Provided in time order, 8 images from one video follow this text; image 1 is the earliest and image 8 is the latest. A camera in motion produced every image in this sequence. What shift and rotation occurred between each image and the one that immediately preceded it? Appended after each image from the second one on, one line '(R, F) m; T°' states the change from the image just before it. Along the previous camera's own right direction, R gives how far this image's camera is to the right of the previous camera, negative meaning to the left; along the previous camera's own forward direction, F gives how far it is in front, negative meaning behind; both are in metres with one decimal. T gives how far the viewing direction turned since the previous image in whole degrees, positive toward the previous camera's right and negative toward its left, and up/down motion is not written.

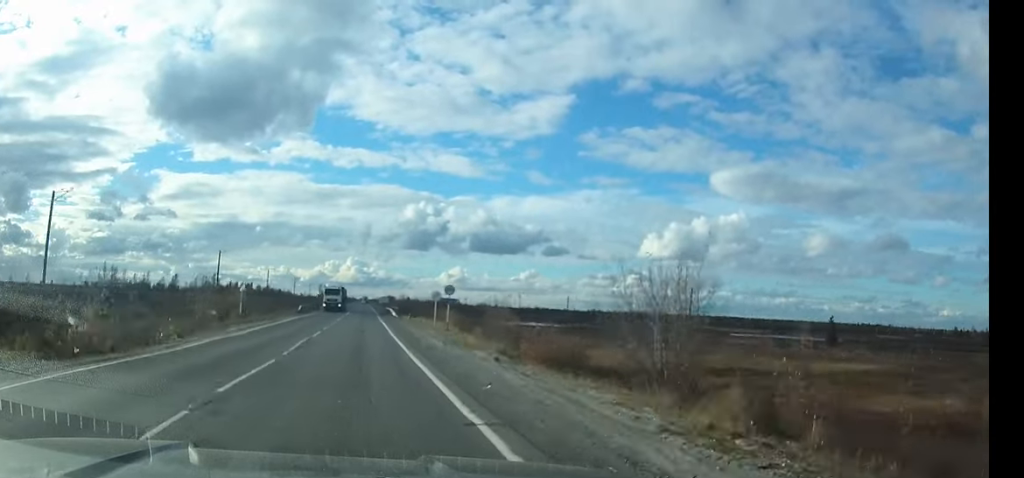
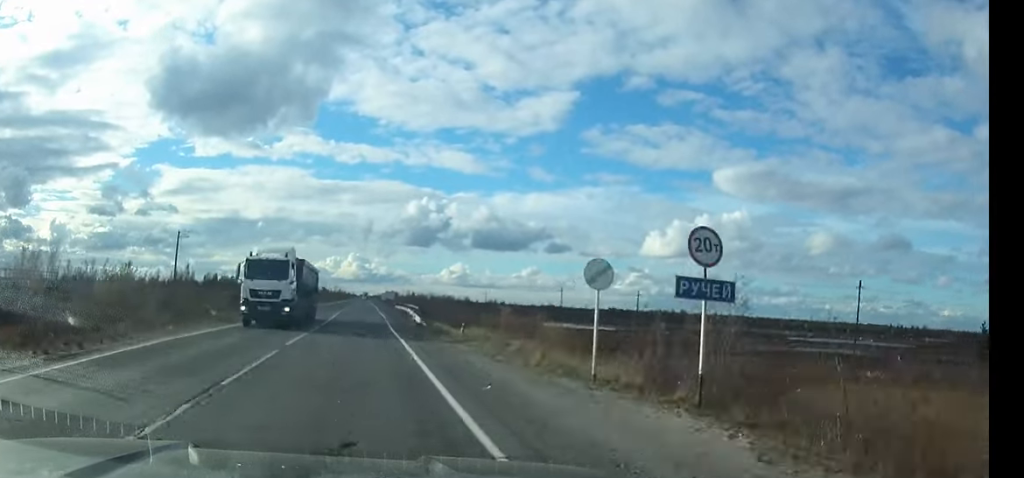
(0.0, +31.8) m; 0°
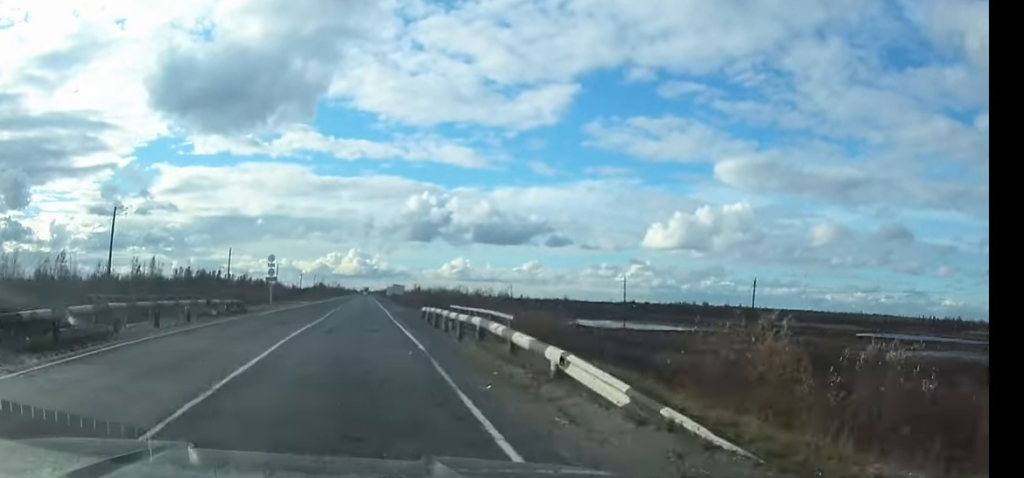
(0.0, +29.2) m; 0°
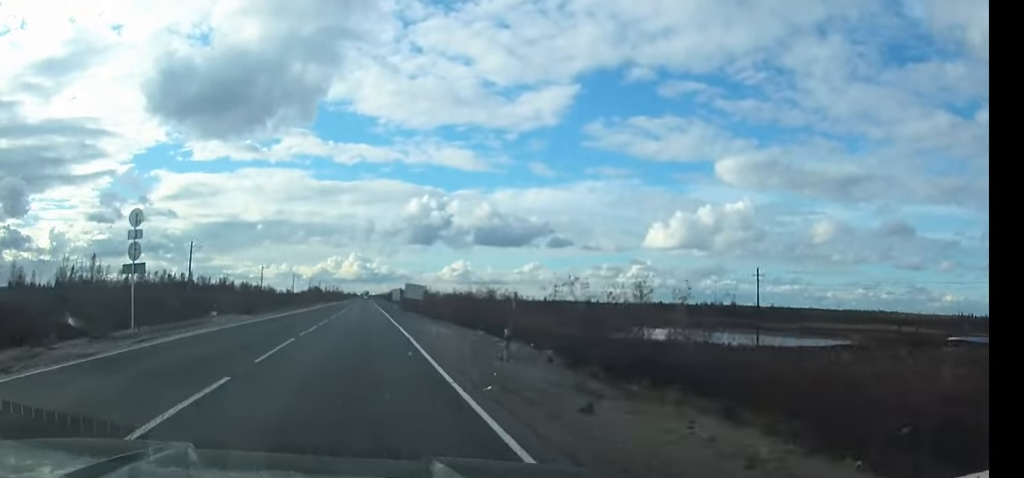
(0.0, +33.3) m; 0°
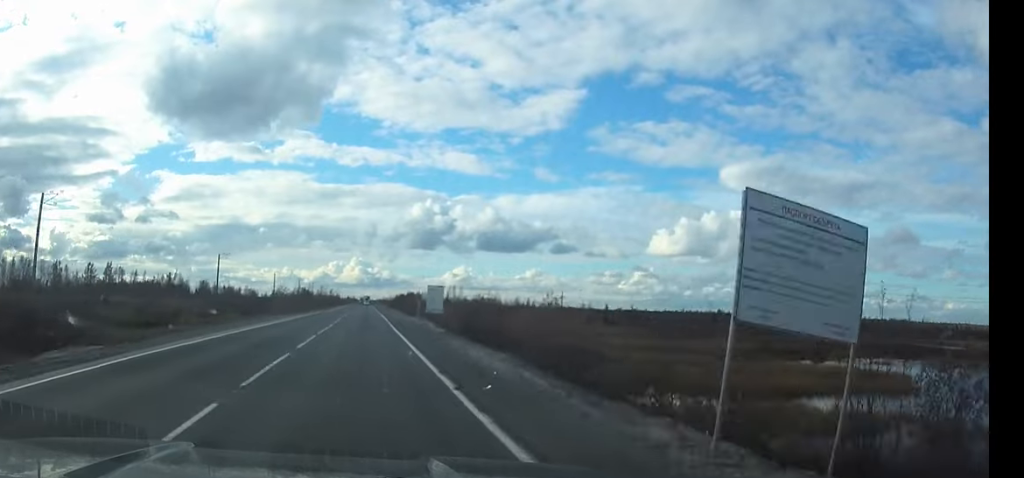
(0.0, +56.9) m; 0°
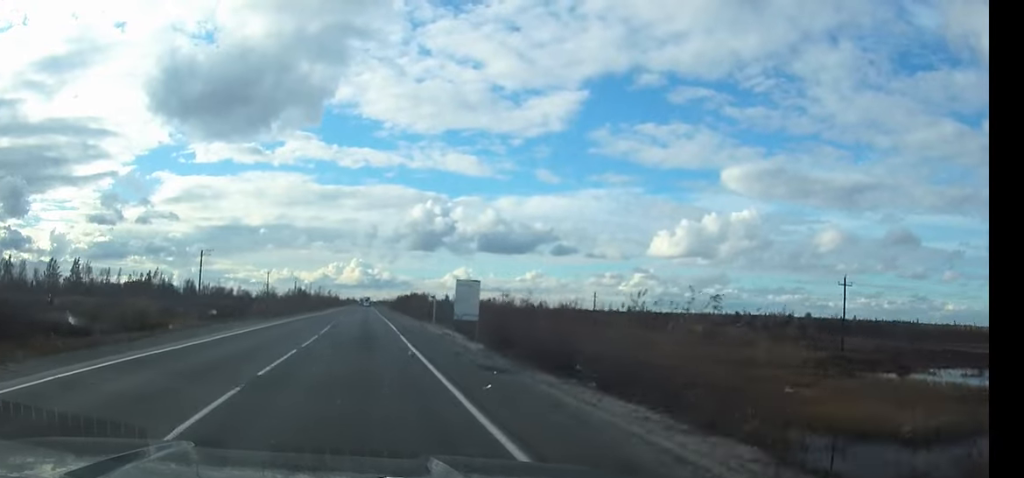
(0.0, +15.3) m; 0°
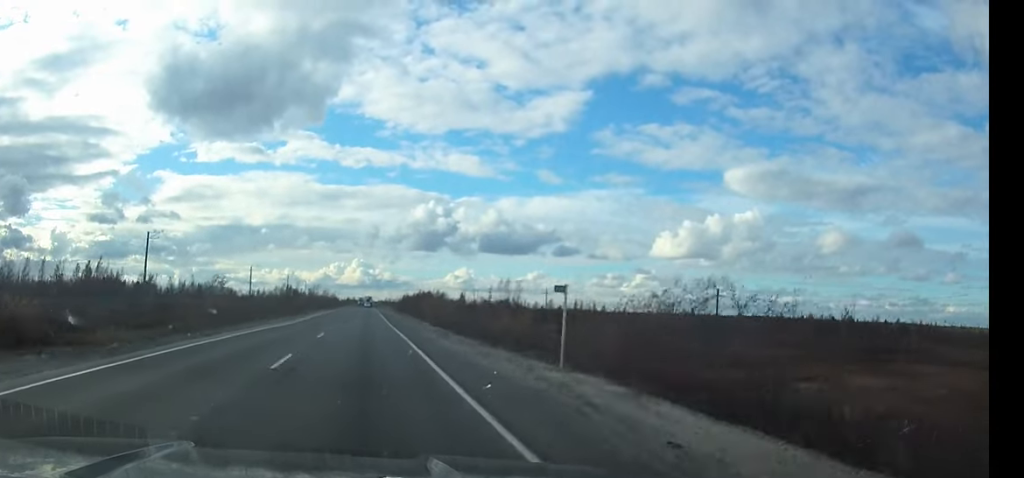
(0.0, +30.6) m; 0°
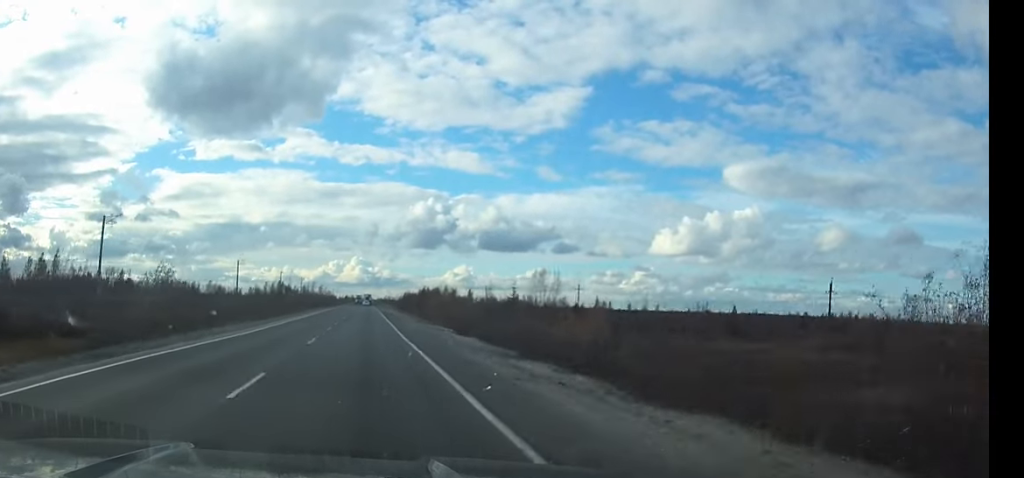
(0.0, +15.6) m; 0°
